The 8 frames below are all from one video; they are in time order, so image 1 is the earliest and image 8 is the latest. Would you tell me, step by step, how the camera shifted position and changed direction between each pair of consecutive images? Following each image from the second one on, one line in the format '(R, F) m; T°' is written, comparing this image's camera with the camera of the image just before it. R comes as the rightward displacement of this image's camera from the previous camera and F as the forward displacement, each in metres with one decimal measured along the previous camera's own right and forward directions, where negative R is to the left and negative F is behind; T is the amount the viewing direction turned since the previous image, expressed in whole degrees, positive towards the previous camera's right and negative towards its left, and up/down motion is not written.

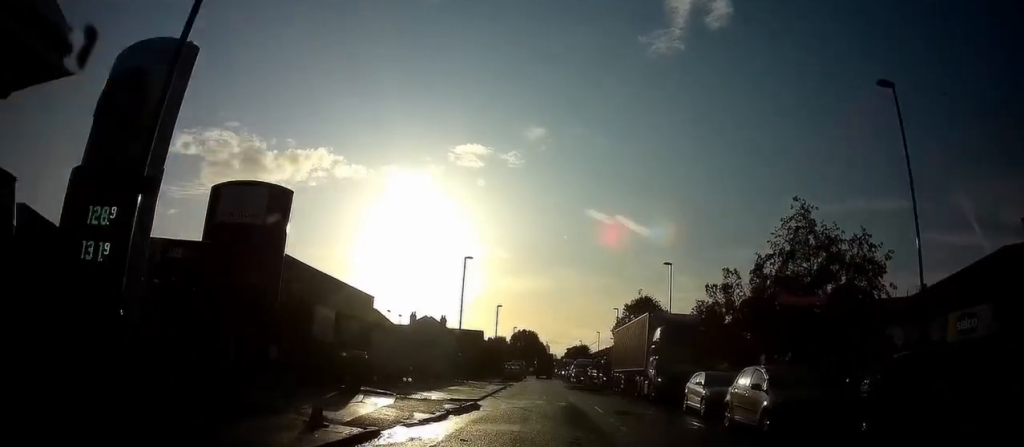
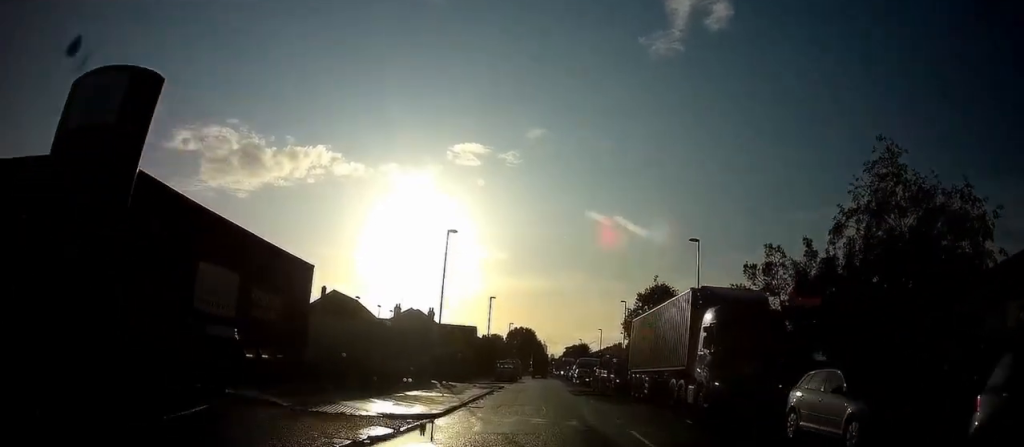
(0.0, +8.9) m; +2°
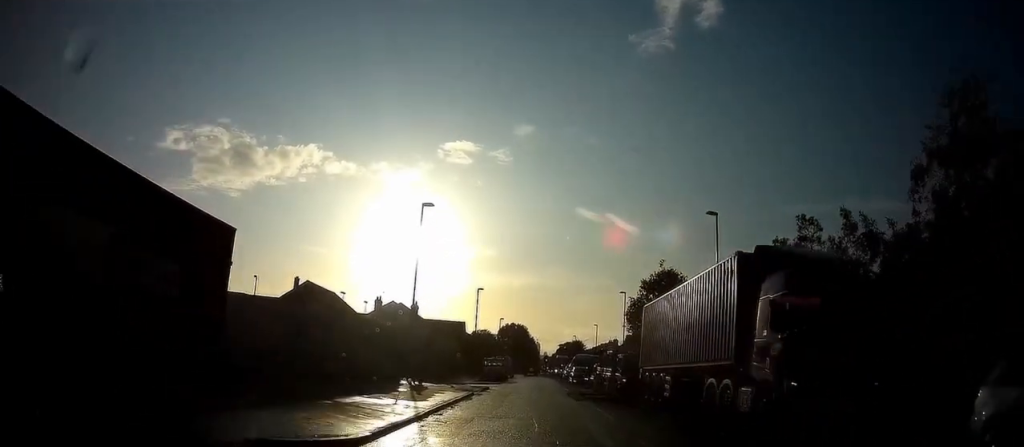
(+0.3, +6.3) m; +1°
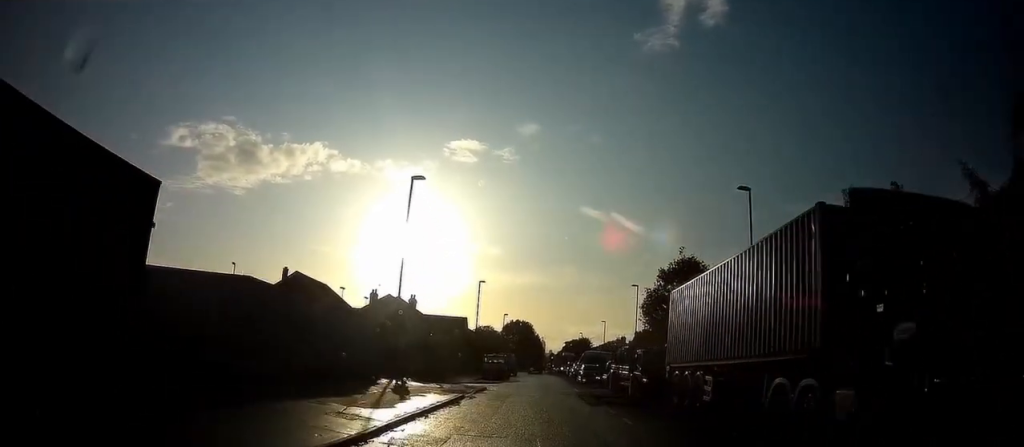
(-0.2, +4.9) m; -1°
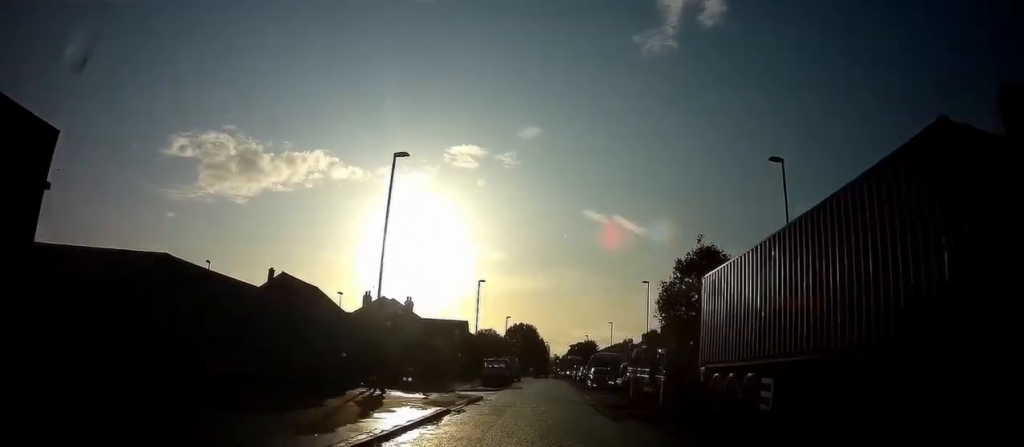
(0.0, +4.5) m; 0°
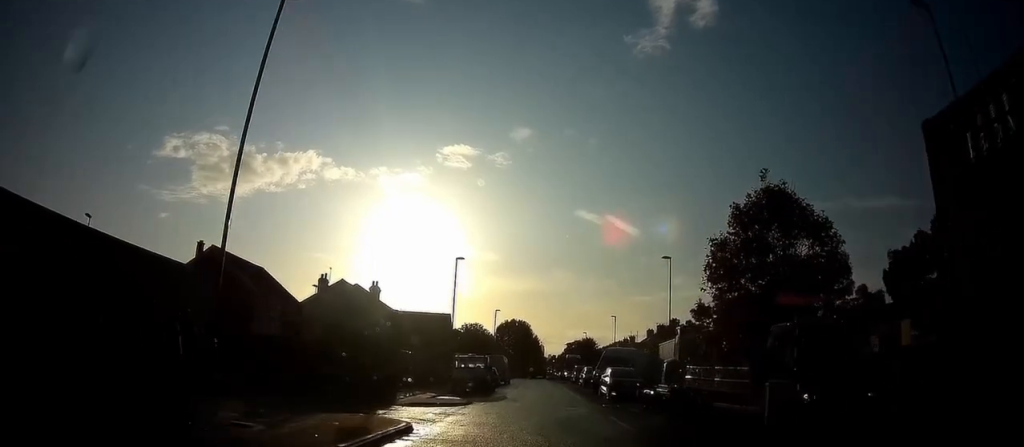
(+0.1, +11.5) m; +1°
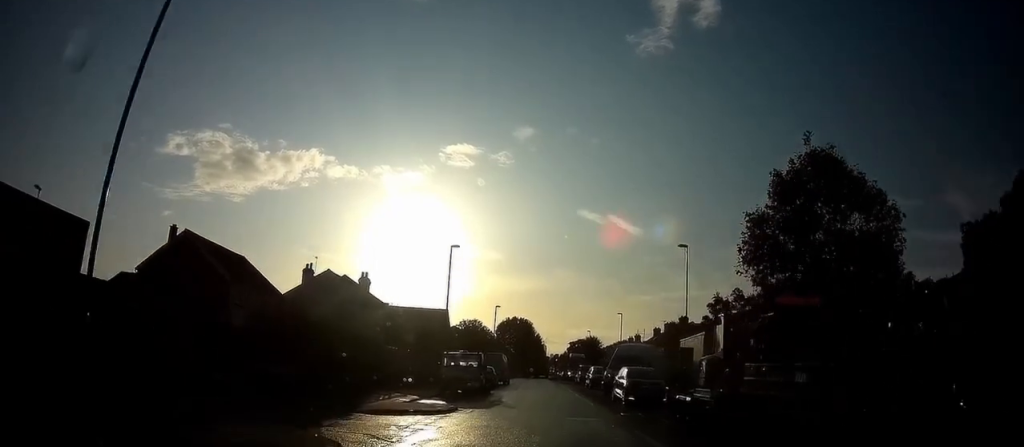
(0.0, +3.6) m; 0°
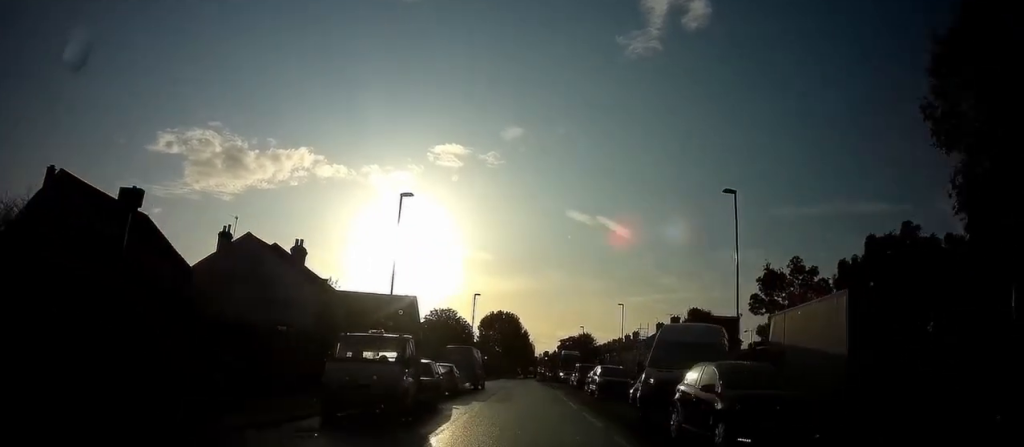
(0.0, +12.6) m; 0°
